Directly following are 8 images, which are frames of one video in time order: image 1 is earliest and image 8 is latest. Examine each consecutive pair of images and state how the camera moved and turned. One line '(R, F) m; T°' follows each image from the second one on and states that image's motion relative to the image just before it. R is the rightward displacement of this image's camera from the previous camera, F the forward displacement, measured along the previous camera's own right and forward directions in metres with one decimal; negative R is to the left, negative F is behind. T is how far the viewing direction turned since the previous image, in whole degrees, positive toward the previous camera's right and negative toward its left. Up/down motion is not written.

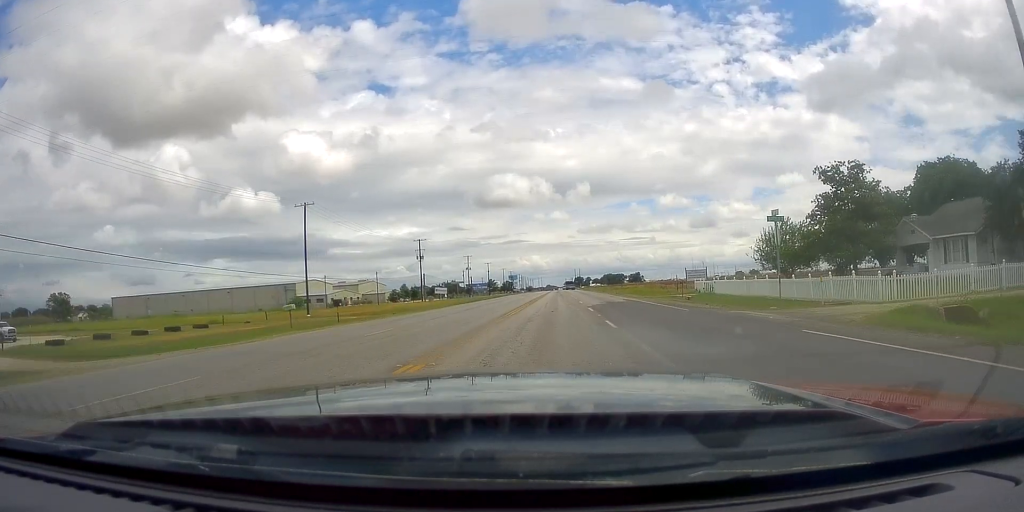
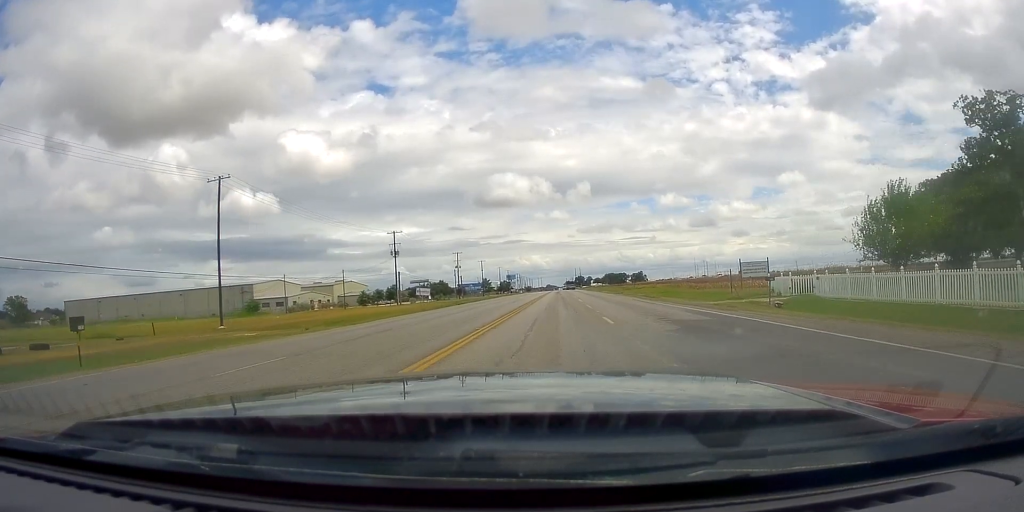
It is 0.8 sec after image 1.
(0.0, +21.5) m; 0°
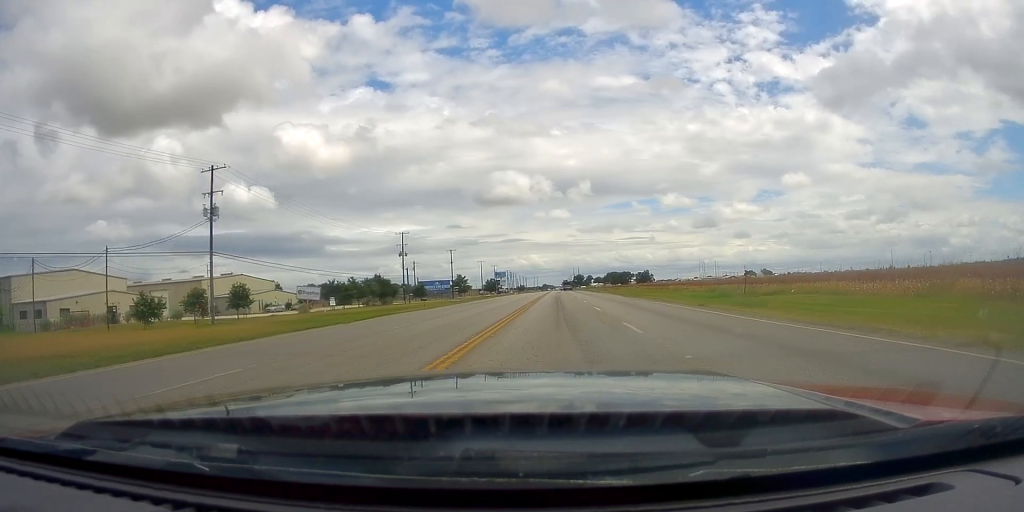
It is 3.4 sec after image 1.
(0.0, +65.2) m; 0°
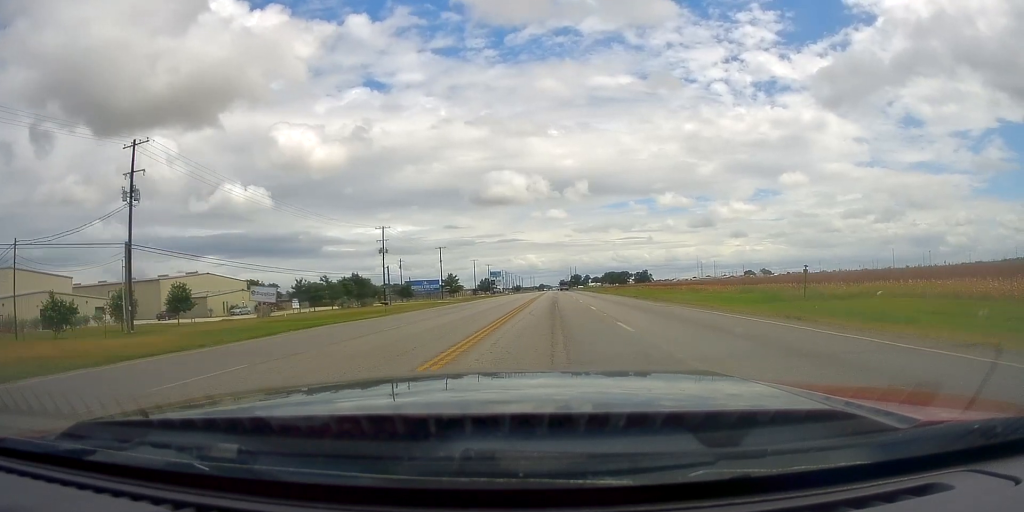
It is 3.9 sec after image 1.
(0.0, +11.8) m; 0°
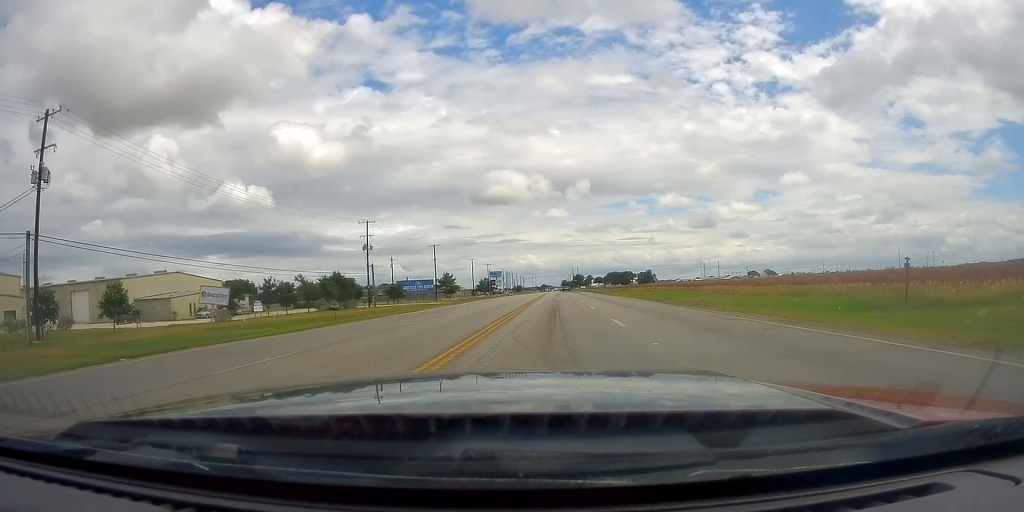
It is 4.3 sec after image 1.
(0.0, +10.5) m; 0°
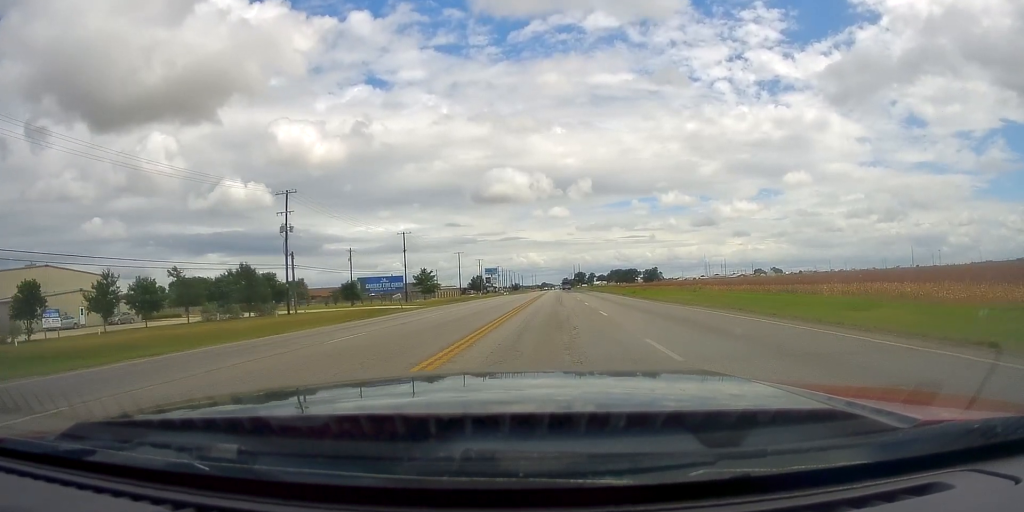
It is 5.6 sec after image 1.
(0.0, +31.5) m; 0°
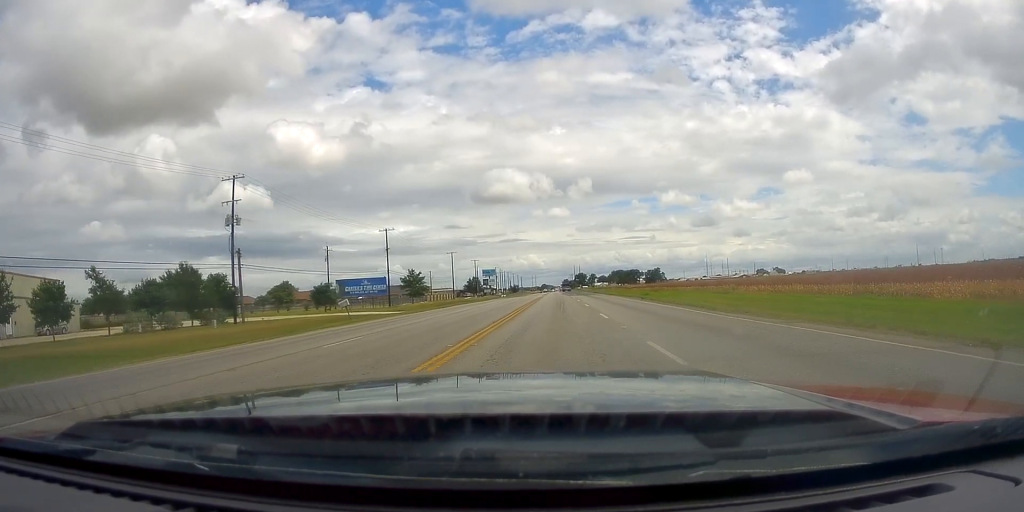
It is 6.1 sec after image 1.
(0.0, +12.7) m; +1°
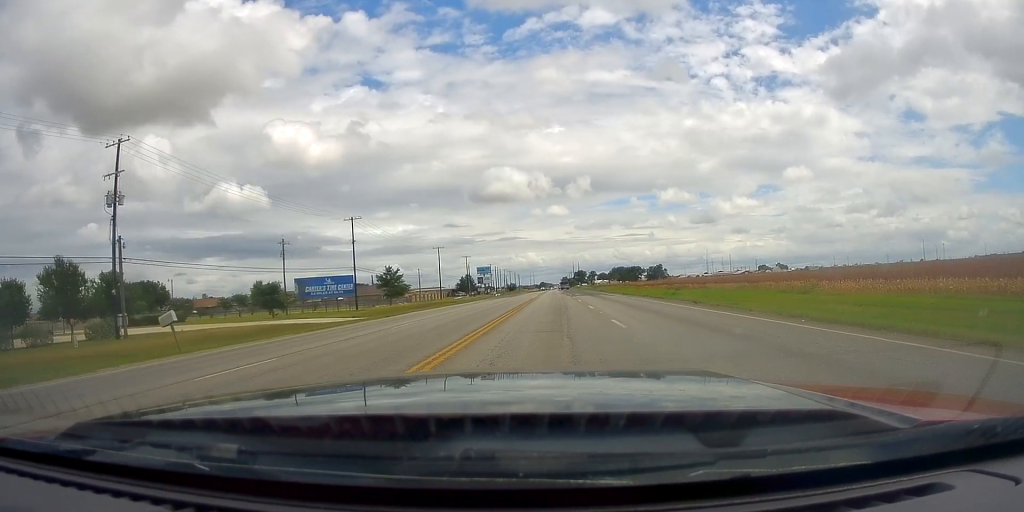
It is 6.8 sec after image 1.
(+0.1, +18.2) m; +1°
